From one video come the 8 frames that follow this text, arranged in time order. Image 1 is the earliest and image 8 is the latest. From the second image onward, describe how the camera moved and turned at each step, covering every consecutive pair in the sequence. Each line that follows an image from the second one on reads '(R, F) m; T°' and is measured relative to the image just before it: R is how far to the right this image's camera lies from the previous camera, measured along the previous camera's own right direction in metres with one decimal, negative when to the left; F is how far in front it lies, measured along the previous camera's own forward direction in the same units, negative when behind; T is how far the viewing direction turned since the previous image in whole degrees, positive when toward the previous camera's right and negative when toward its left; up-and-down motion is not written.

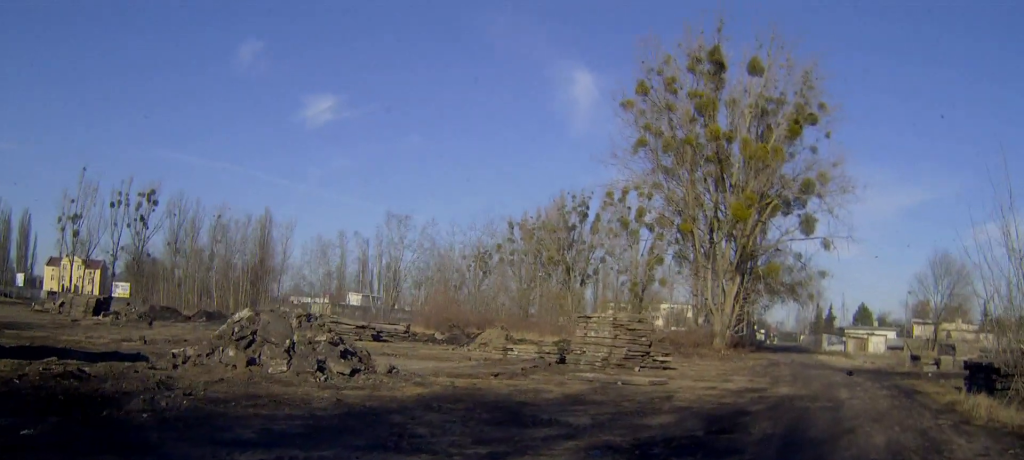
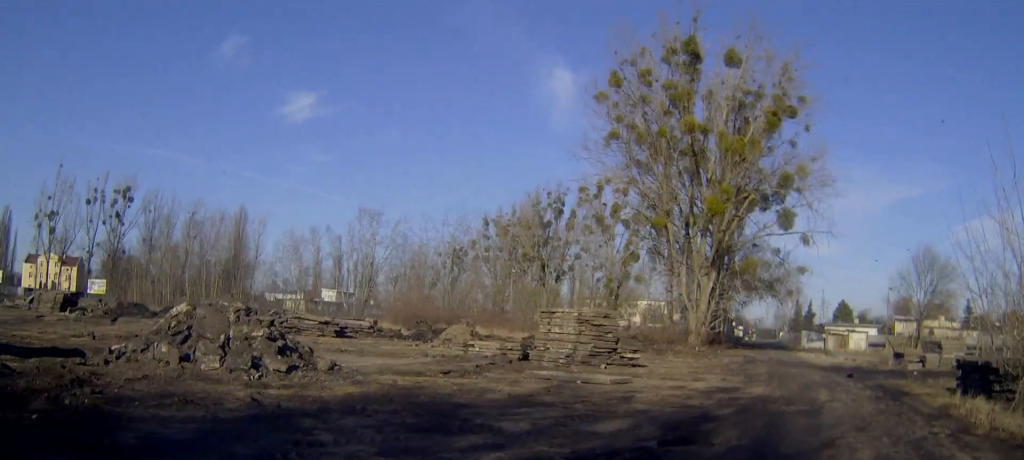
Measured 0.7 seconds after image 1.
(0.0, +2.1) m; +1°
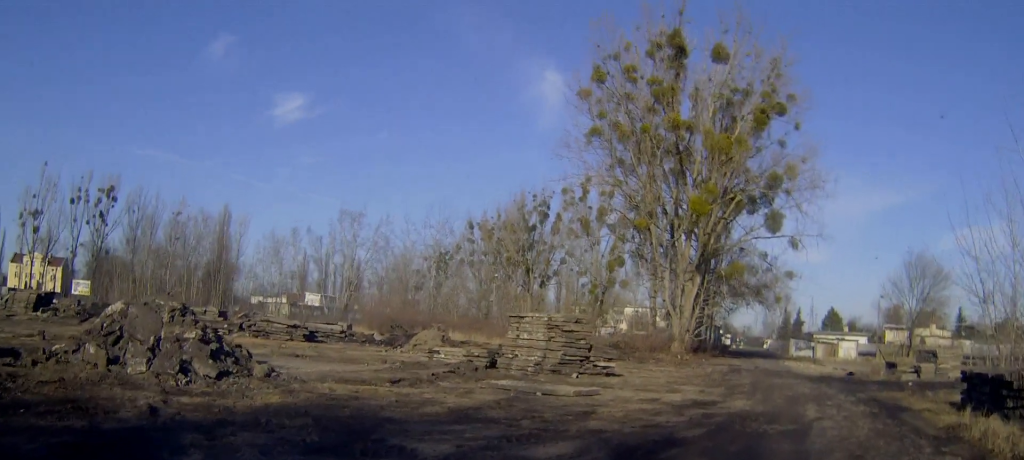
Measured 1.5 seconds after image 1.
(0.0, +2.5) m; +1°
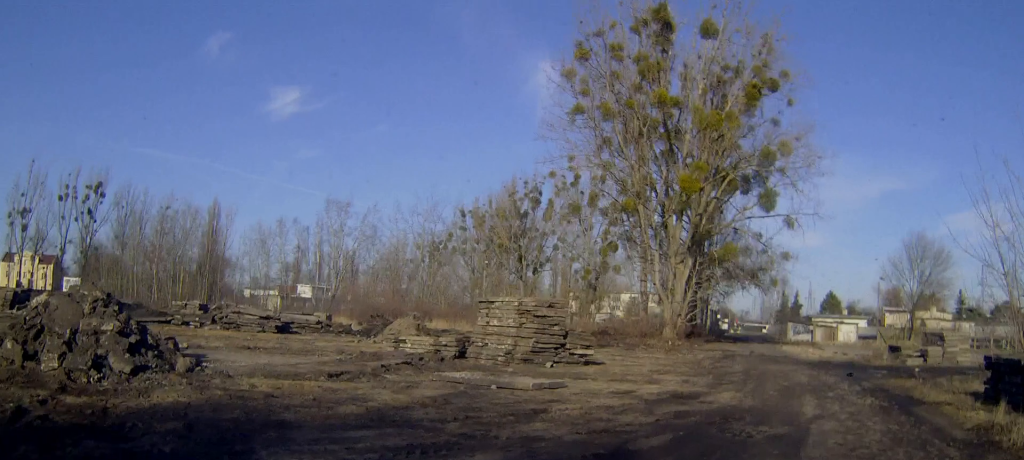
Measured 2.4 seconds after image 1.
(+0.1, +2.8) m; +1°
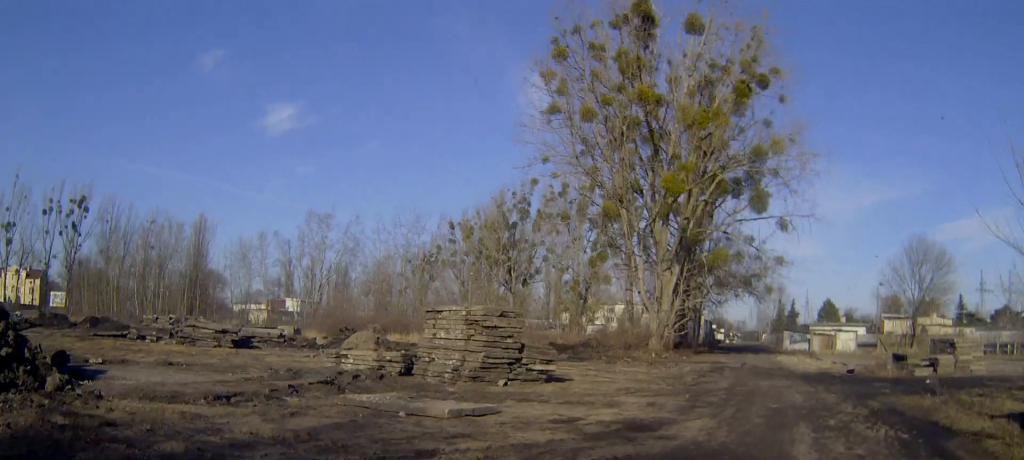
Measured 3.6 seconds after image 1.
(0.0, +3.9) m; +1°
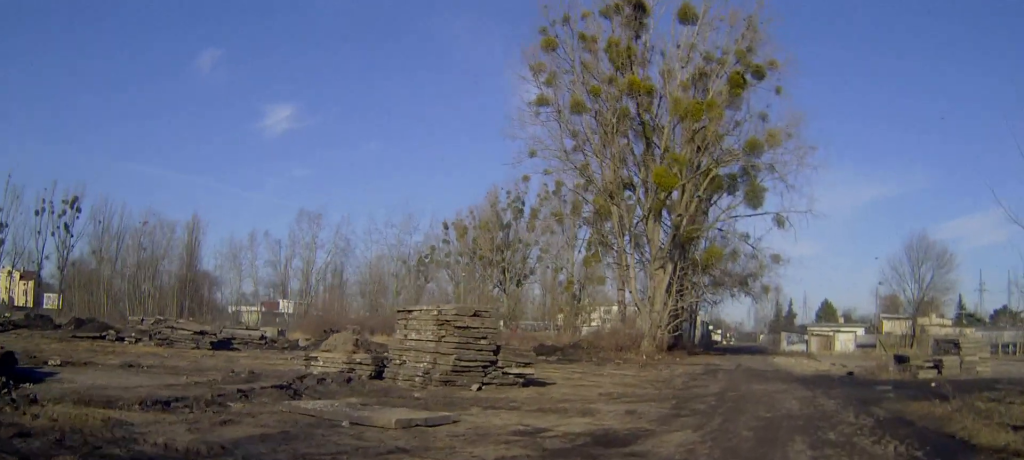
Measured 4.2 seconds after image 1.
(0.0, +1.7) m; 0°
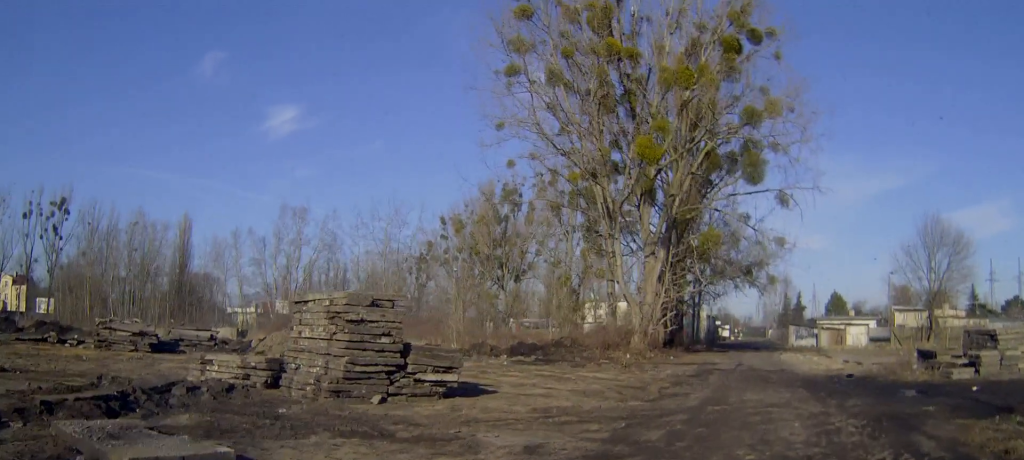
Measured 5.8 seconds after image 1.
(0.0, +5.4) m; 0°
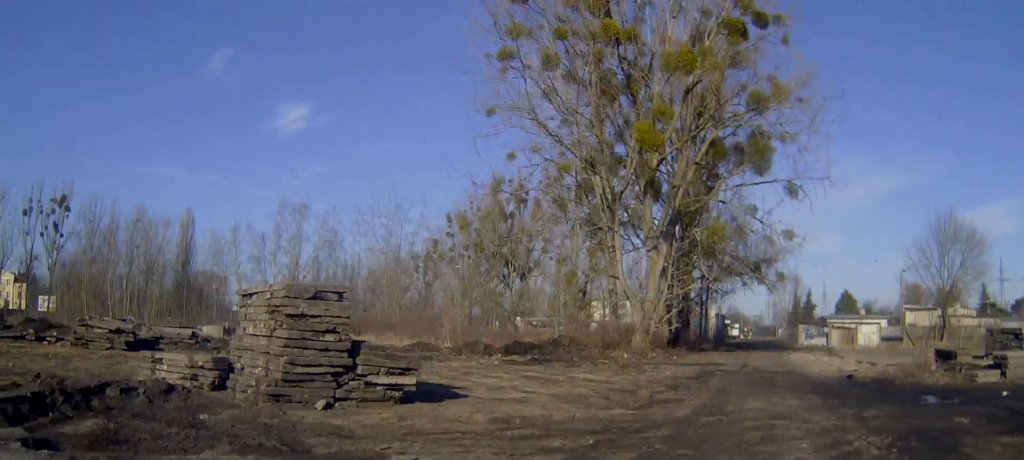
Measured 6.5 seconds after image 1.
(0.0, +2.3) m; -1°
